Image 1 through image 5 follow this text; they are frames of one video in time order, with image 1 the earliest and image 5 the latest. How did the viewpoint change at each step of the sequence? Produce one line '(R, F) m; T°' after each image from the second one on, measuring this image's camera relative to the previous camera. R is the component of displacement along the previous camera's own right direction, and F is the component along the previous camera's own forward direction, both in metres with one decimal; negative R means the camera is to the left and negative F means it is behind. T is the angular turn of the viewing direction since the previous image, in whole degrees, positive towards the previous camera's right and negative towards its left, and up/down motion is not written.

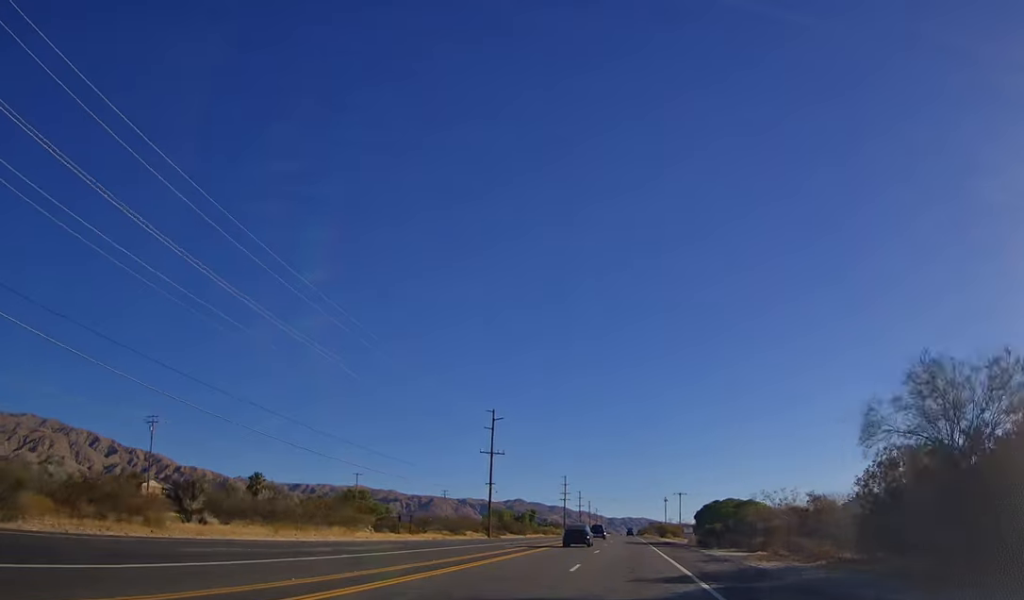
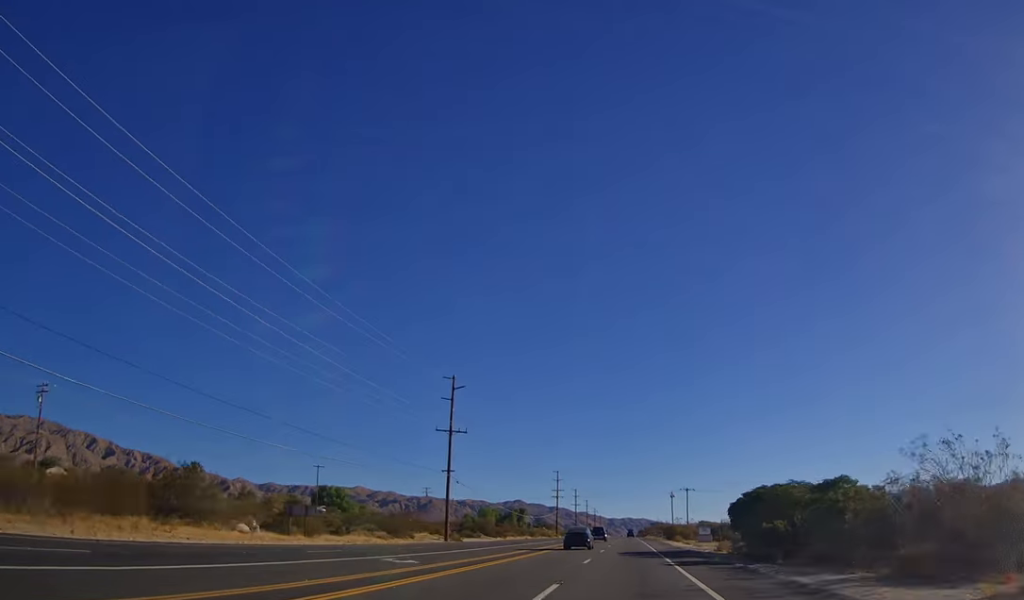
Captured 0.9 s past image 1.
(-0.2, +23.0) m; 0°
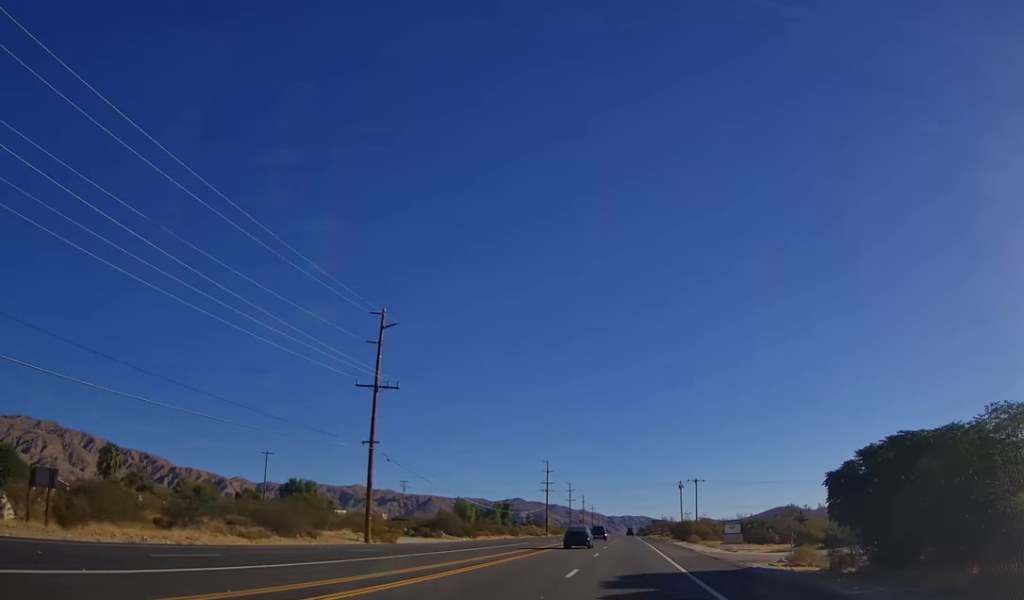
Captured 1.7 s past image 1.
(+0.4, +23.0) m; 0°
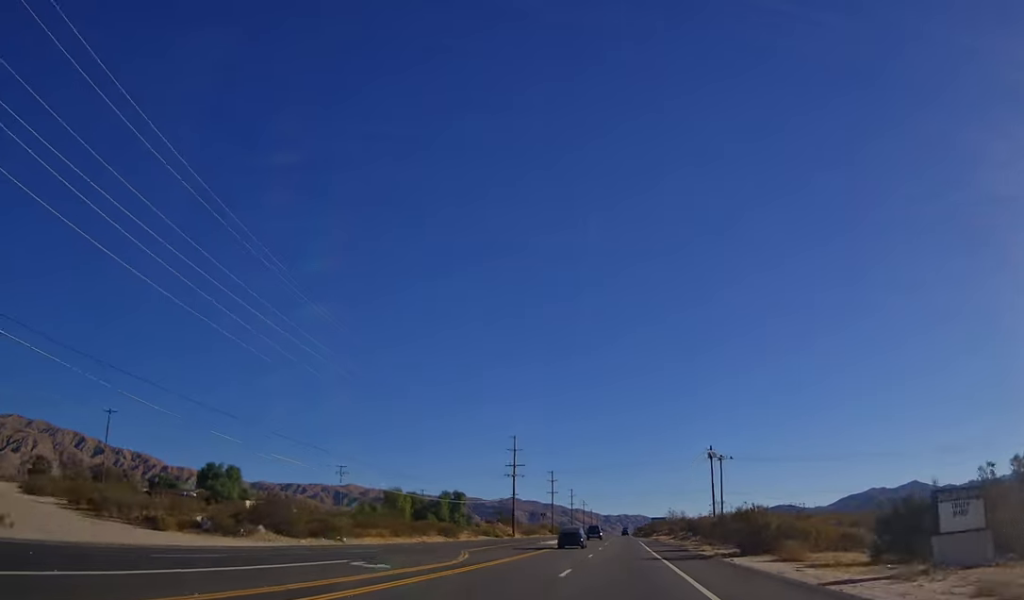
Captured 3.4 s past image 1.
(0.0, +44.2) m; 0°
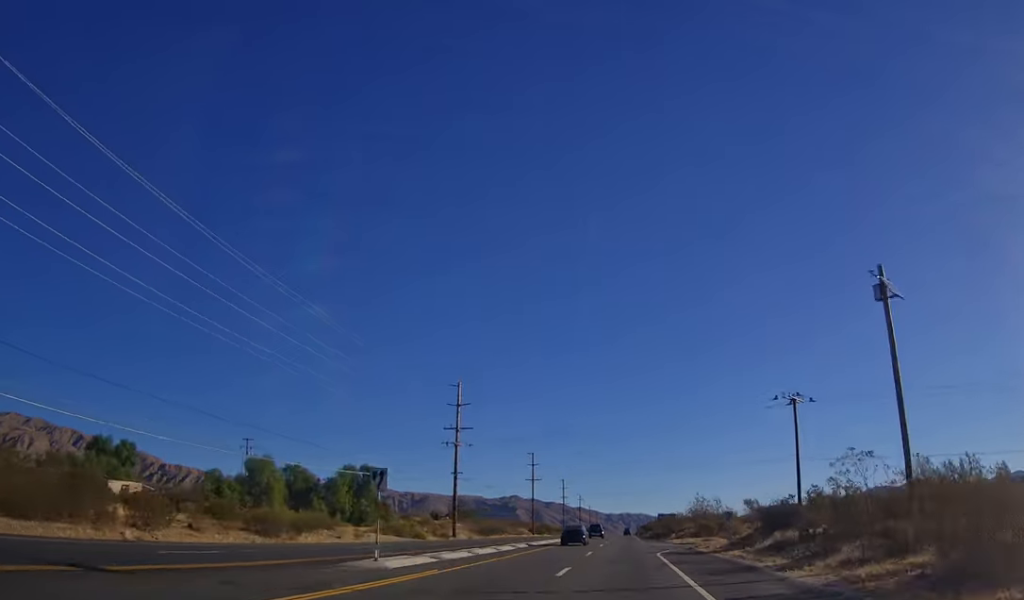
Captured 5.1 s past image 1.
(-0.5, +44.2) m; 0°
